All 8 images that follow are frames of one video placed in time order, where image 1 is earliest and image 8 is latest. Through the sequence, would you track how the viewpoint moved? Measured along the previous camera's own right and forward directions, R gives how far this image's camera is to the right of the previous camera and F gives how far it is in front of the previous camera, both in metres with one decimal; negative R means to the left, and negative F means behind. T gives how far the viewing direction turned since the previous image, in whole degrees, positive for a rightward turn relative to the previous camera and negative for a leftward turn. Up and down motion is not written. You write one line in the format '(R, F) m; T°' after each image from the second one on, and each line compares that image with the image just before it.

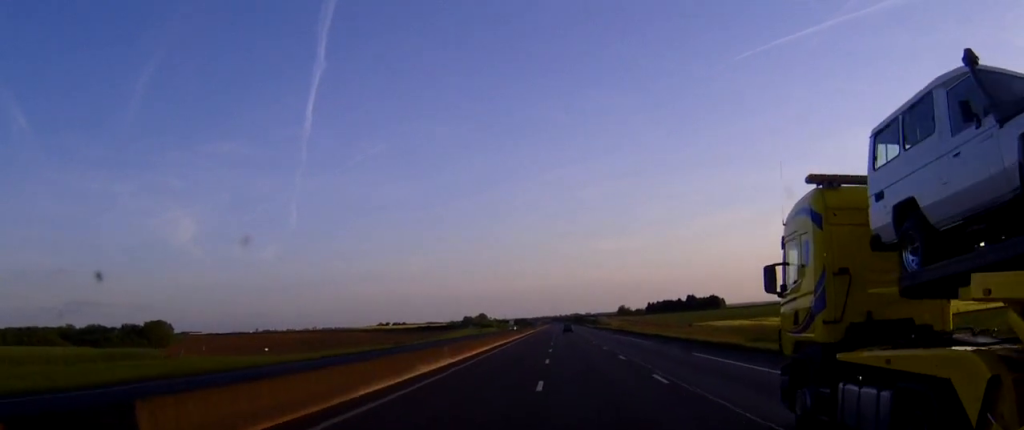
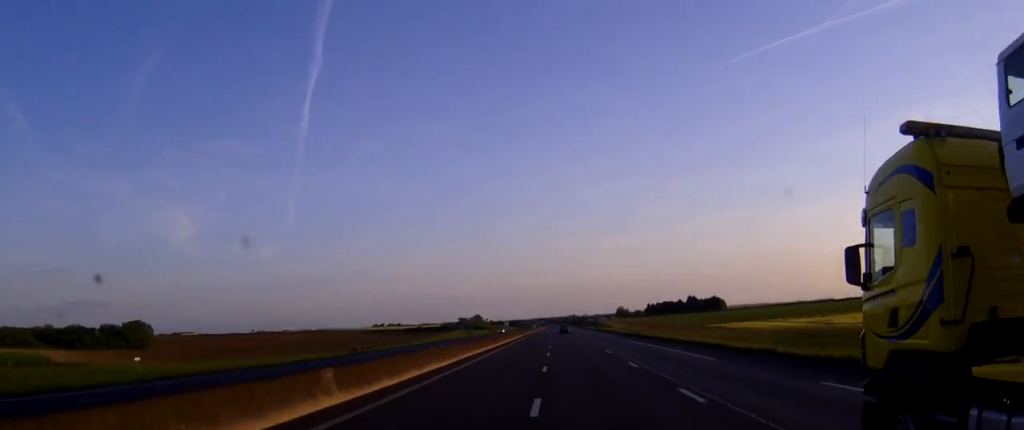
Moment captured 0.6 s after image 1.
(0.0, +18.4) m; 0°
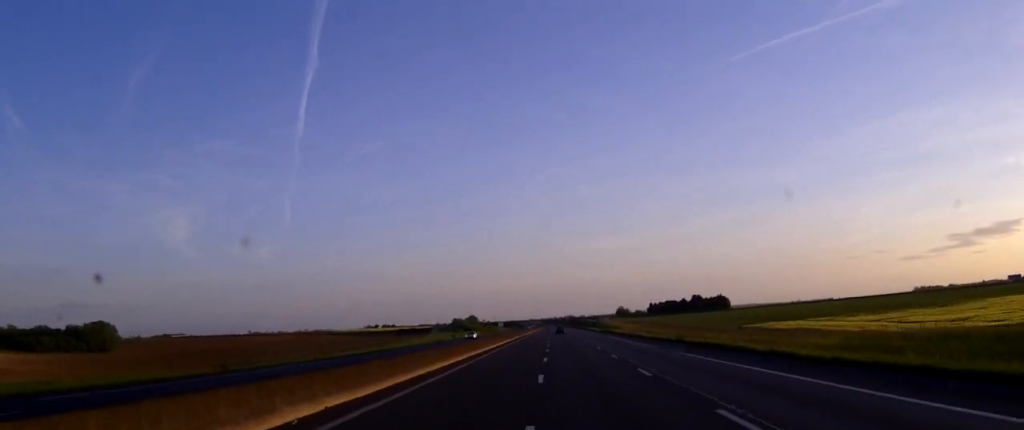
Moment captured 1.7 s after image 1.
(+0.1, +30.9) m; 0°
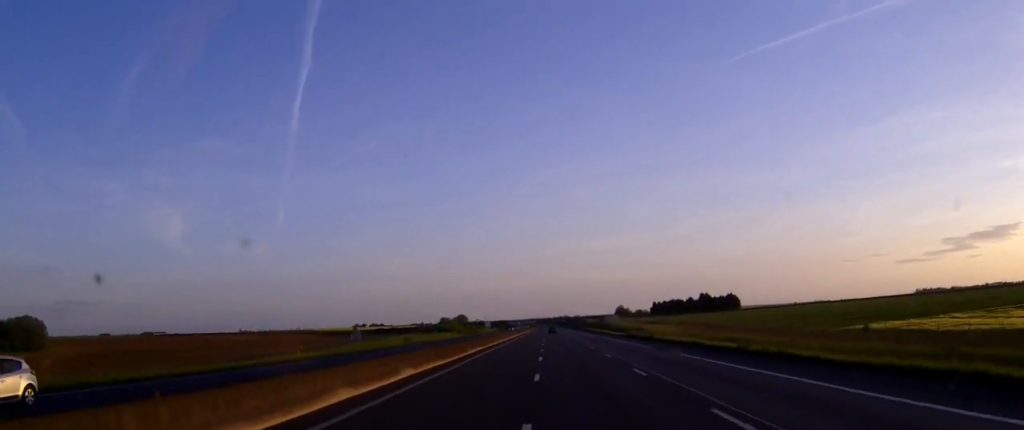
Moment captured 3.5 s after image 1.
(0.0, +52.5) m; +1°
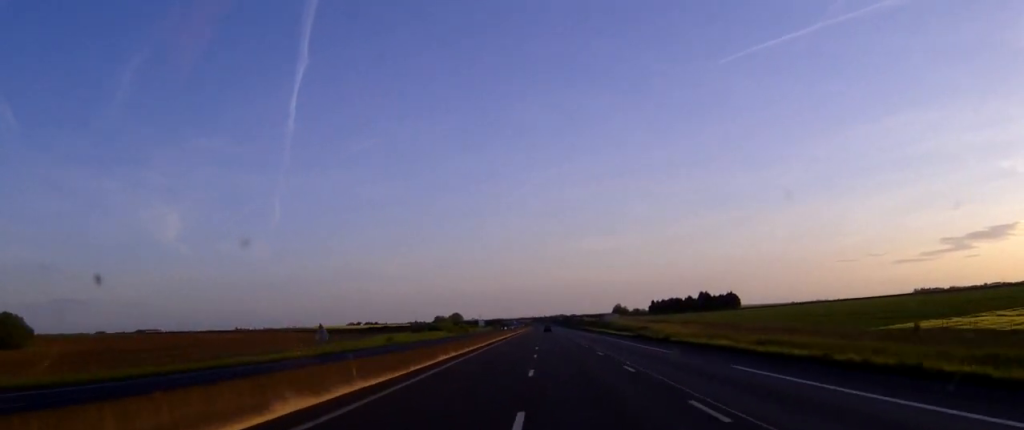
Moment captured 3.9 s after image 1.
(0.0, +11.7) m; 0°
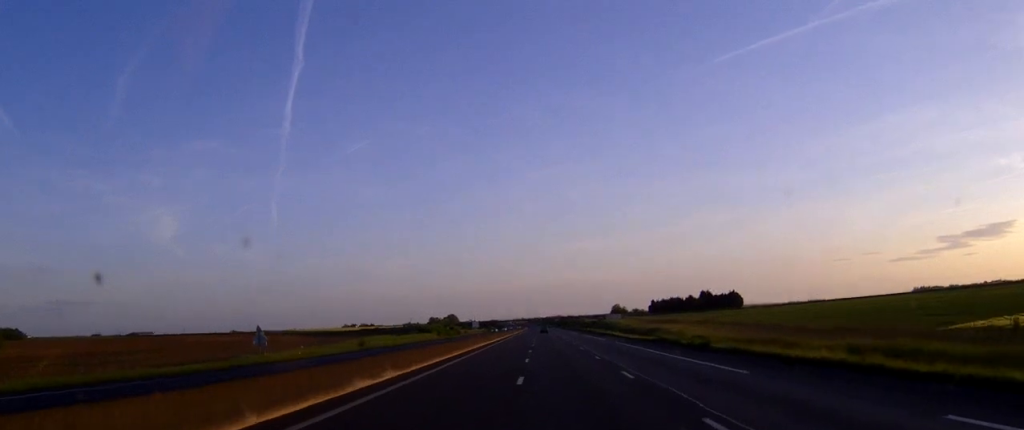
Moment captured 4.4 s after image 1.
(+0.1, +15.5) m; 0°
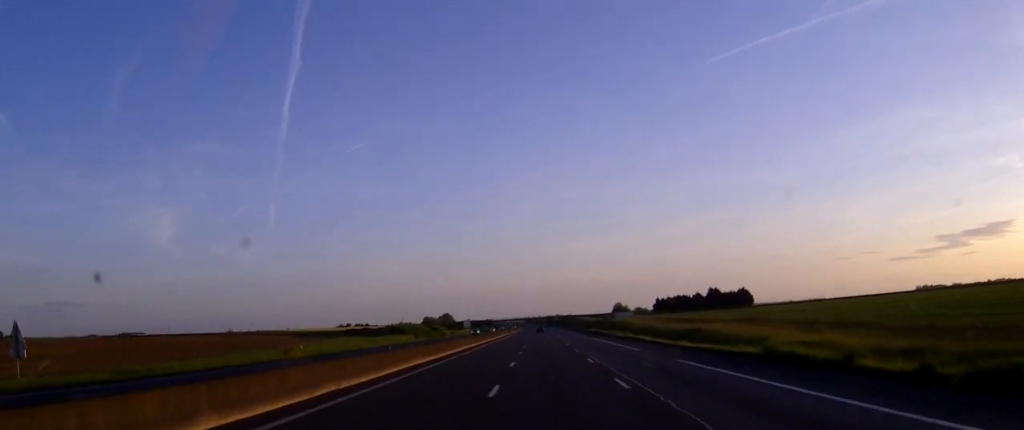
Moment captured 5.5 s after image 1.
(+0.1, +30.0) m; 0°
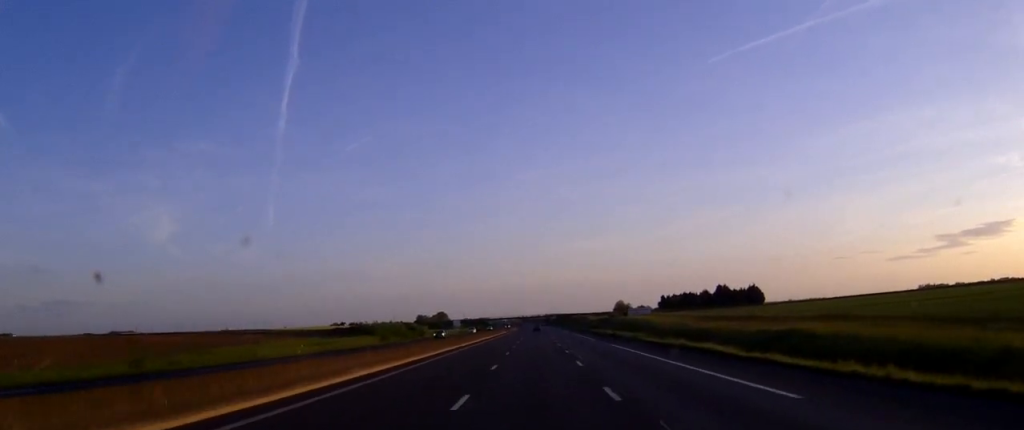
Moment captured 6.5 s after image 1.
(0.0, +29.1) m; 0°
